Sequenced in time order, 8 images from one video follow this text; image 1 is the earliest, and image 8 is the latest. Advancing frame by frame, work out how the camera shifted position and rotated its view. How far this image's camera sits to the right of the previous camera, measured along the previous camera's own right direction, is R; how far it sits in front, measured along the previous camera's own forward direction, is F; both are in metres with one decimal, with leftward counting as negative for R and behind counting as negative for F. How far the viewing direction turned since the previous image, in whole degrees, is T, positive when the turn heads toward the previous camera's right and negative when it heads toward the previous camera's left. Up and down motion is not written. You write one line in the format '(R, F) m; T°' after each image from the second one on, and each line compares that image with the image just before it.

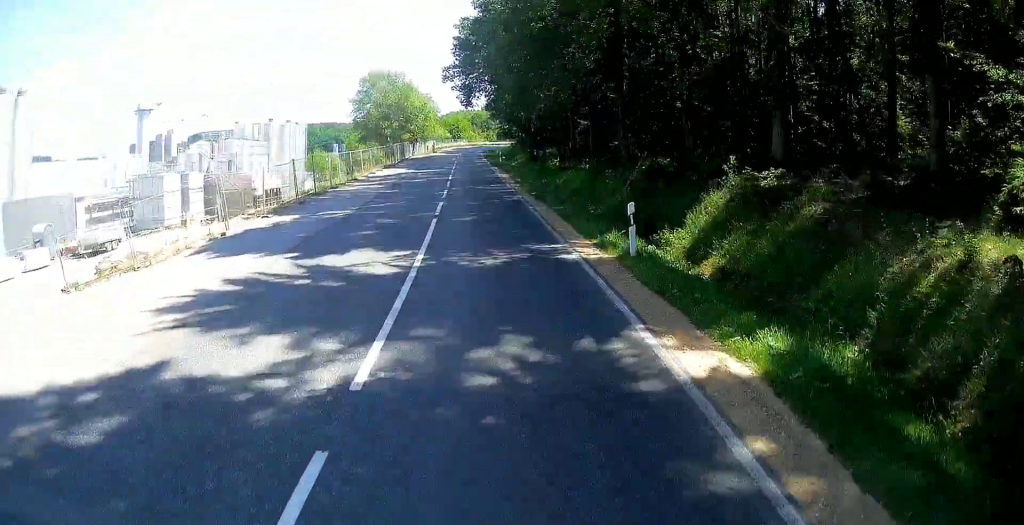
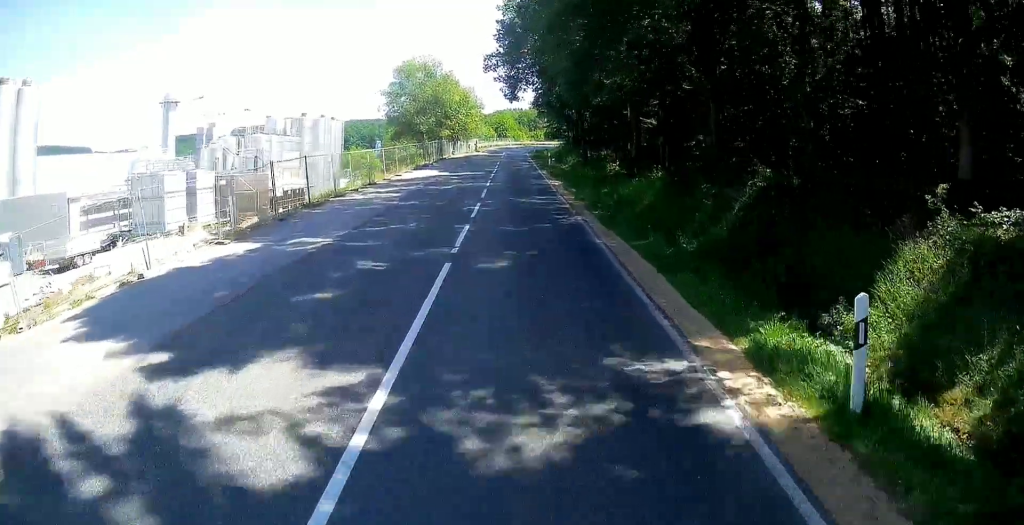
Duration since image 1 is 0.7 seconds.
(-0.8, +6.2) m; -6°
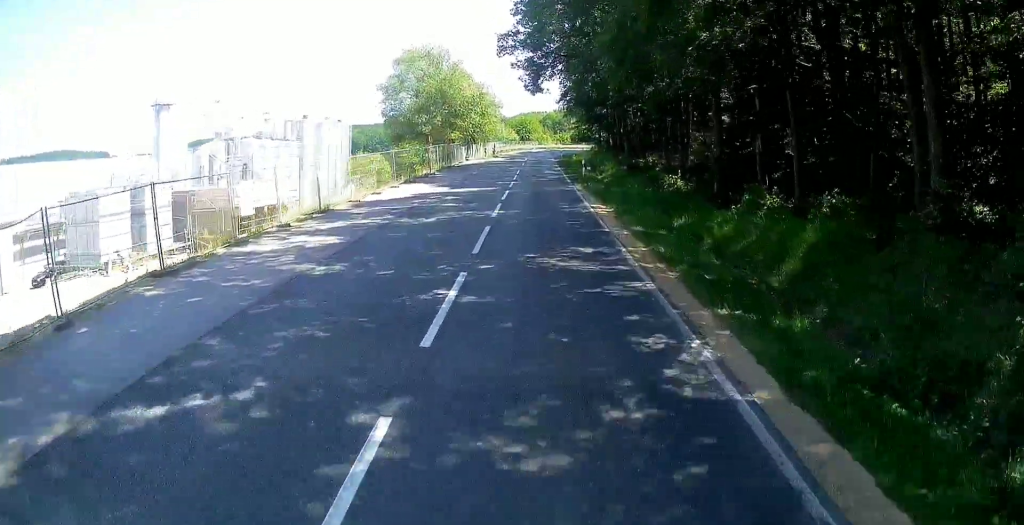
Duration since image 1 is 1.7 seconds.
(-0.4, +9.9) m; -5°
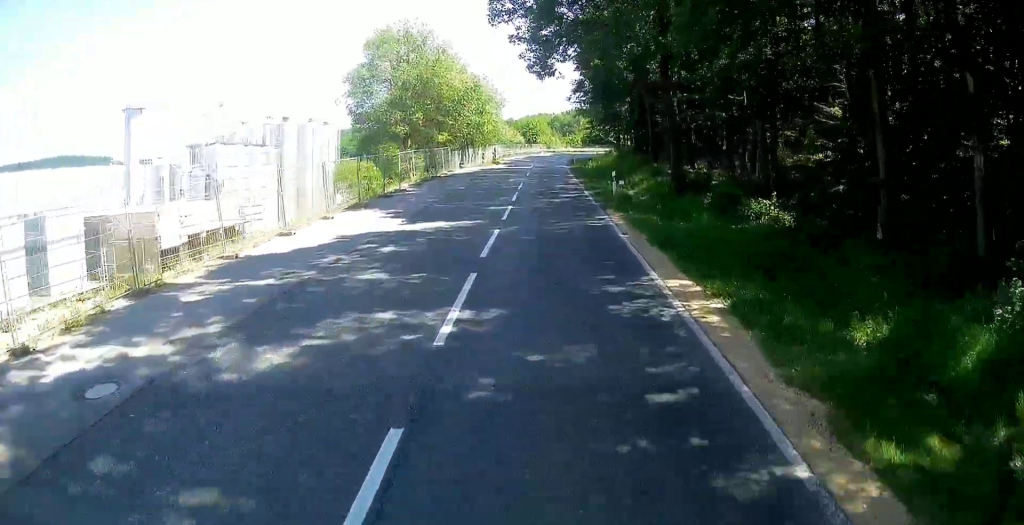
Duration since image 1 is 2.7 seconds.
(-0.4, +10.2) m; -3°
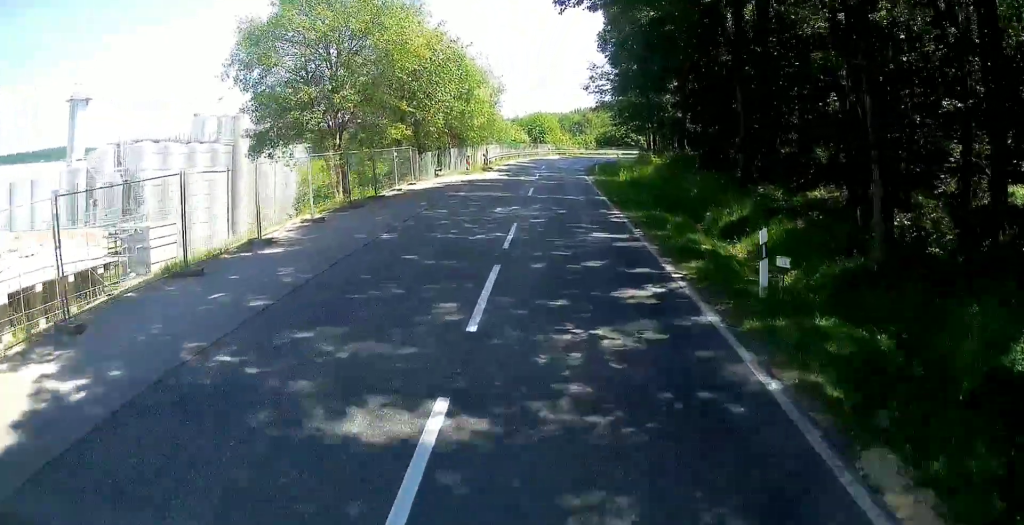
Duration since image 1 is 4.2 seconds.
(-0.4, +15.0) m; -3°
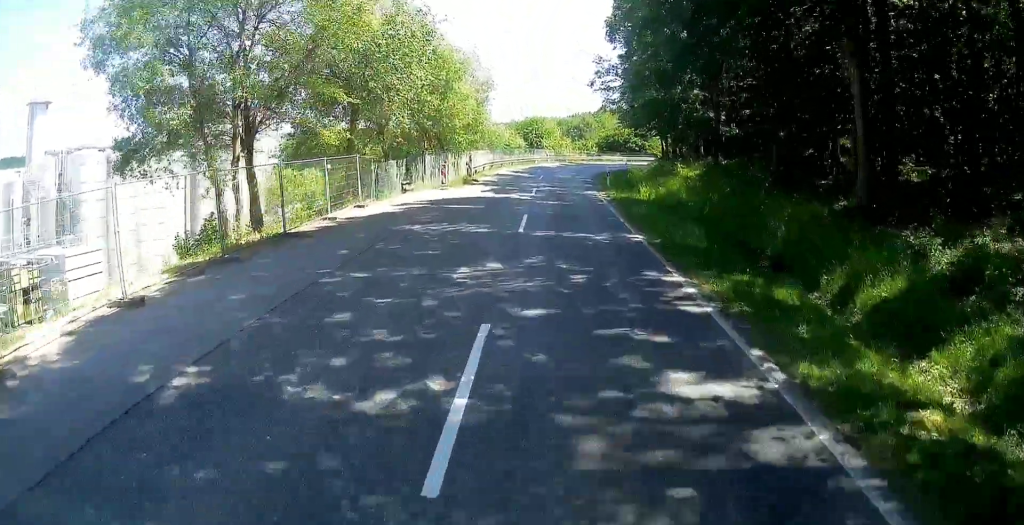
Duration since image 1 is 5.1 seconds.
(-0.2, +8.3) m; -1°
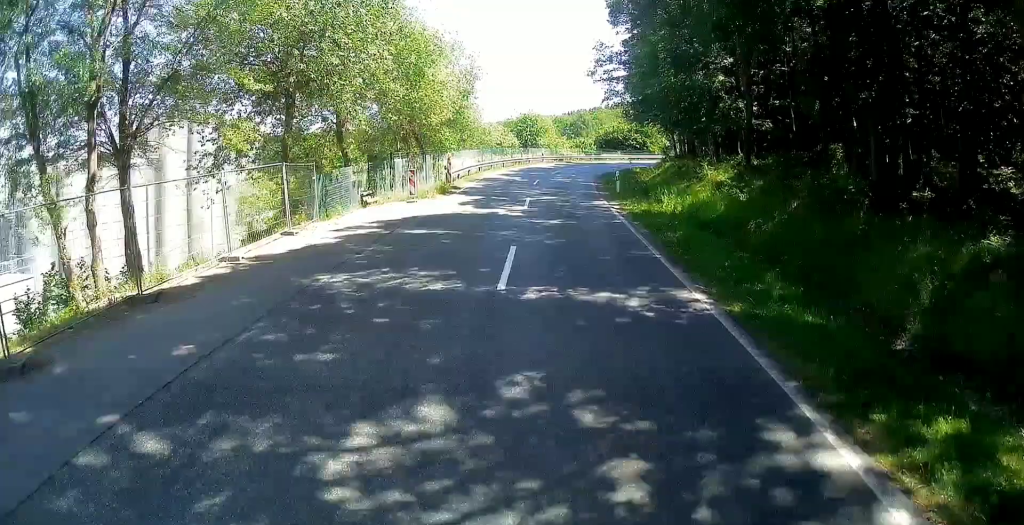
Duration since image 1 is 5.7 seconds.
(+0.1, +6.0) m; +1°
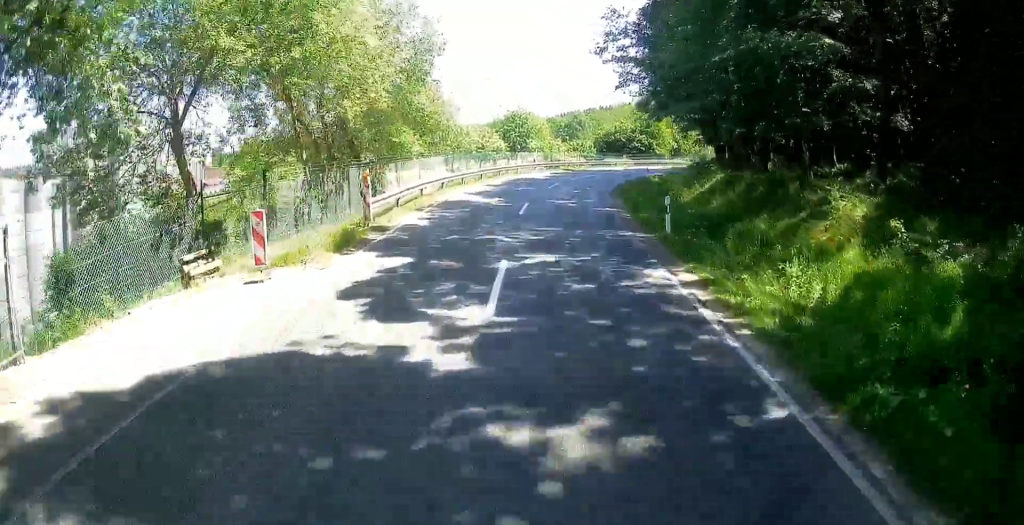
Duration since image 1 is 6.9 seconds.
(+0.1, +12.2) m; +2°
